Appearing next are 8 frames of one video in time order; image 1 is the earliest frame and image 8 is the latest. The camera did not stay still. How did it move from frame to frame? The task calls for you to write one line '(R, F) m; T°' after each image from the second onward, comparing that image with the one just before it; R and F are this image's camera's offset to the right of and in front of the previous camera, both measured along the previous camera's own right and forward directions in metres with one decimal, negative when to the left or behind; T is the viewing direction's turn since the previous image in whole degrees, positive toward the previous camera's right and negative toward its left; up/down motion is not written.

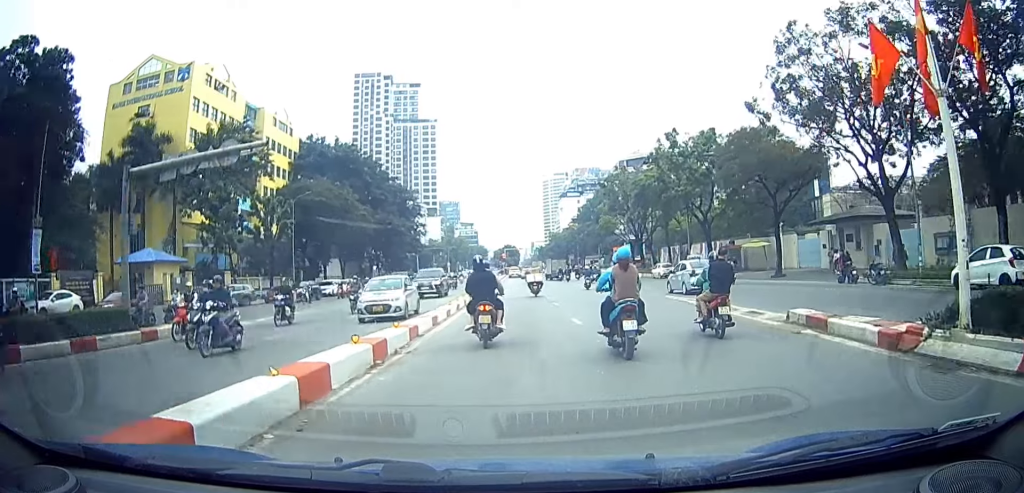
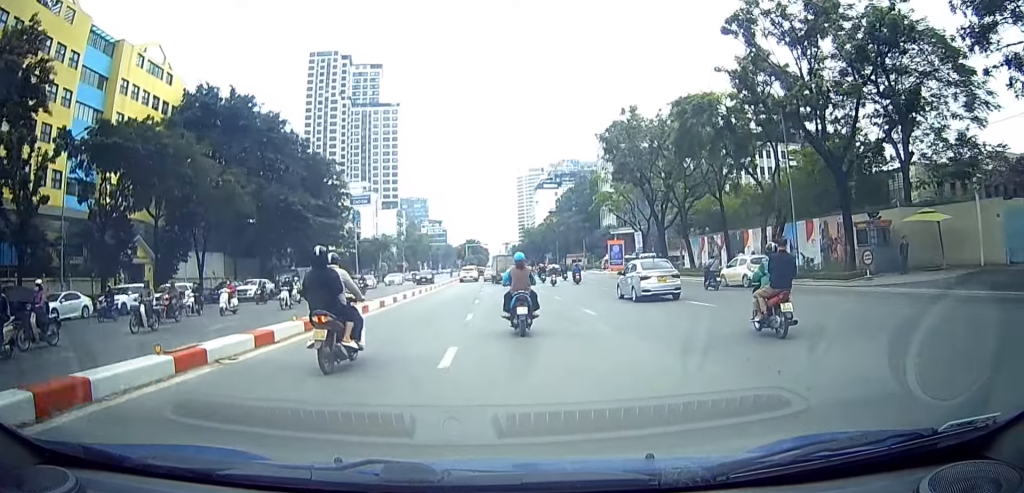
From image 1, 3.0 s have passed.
(+1.1, +32.1) m; +3°
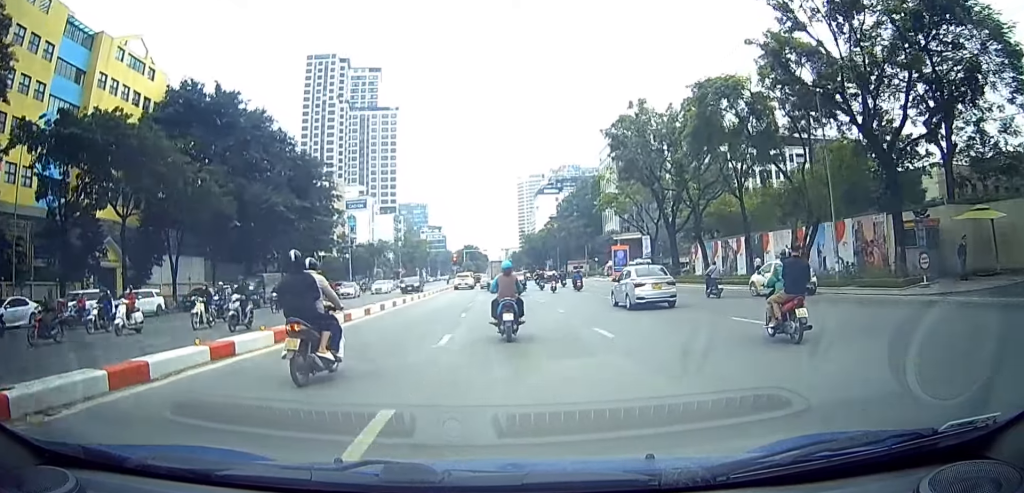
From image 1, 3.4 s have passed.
(-0.2, +4.8) m; 0°
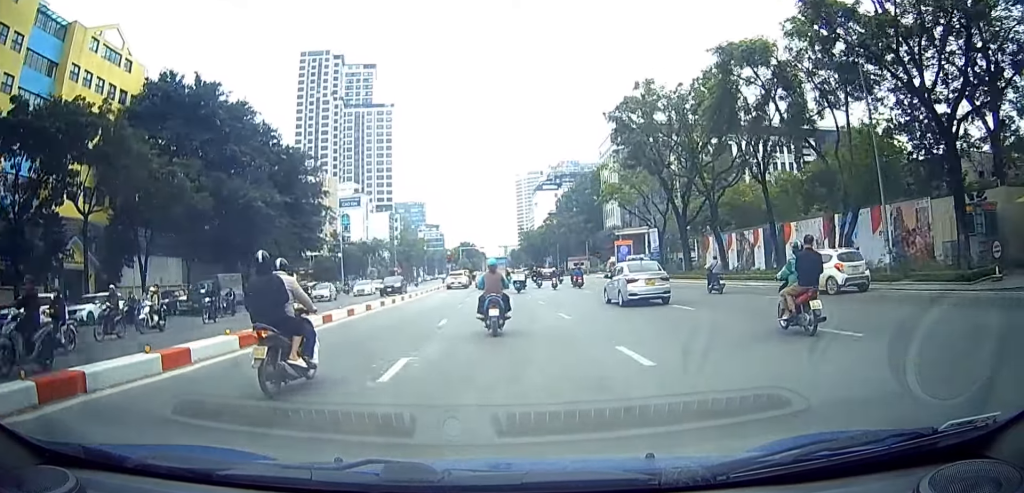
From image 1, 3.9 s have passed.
(+0.2, +4.6) m; +1°
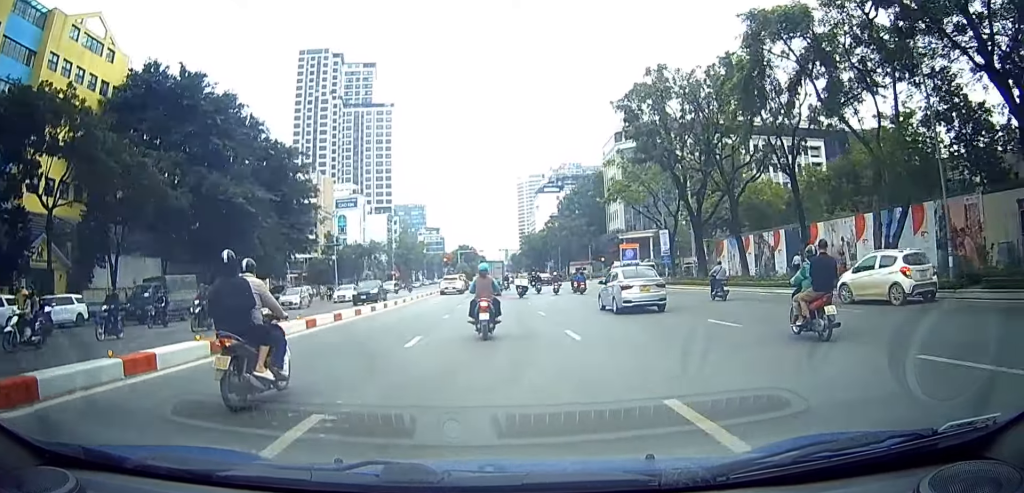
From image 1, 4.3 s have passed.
(+0.2, +4.2) m; +1°
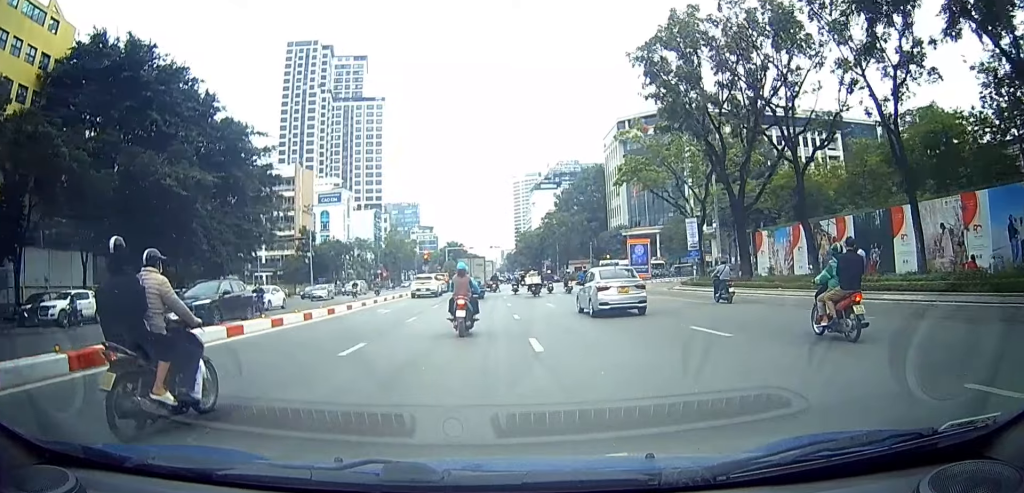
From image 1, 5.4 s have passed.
(-0.1, +11.3) m; -1°
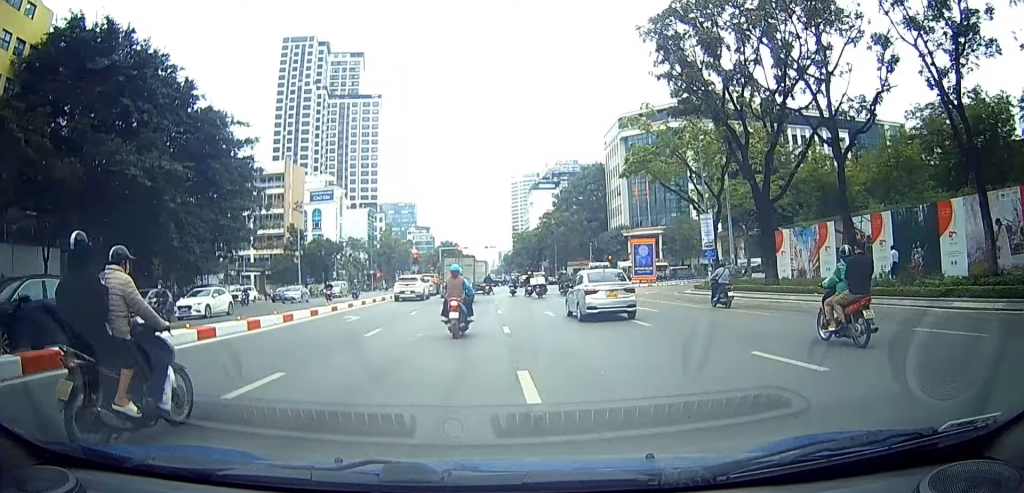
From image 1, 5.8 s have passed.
(0.0, +4.6) m; -1°
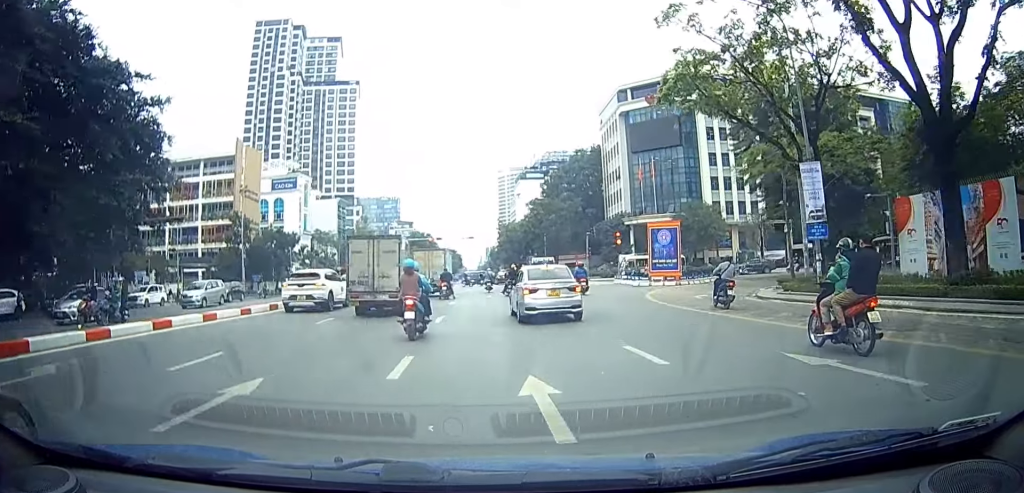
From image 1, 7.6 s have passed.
(-0.2, +19.3) m; +2°
